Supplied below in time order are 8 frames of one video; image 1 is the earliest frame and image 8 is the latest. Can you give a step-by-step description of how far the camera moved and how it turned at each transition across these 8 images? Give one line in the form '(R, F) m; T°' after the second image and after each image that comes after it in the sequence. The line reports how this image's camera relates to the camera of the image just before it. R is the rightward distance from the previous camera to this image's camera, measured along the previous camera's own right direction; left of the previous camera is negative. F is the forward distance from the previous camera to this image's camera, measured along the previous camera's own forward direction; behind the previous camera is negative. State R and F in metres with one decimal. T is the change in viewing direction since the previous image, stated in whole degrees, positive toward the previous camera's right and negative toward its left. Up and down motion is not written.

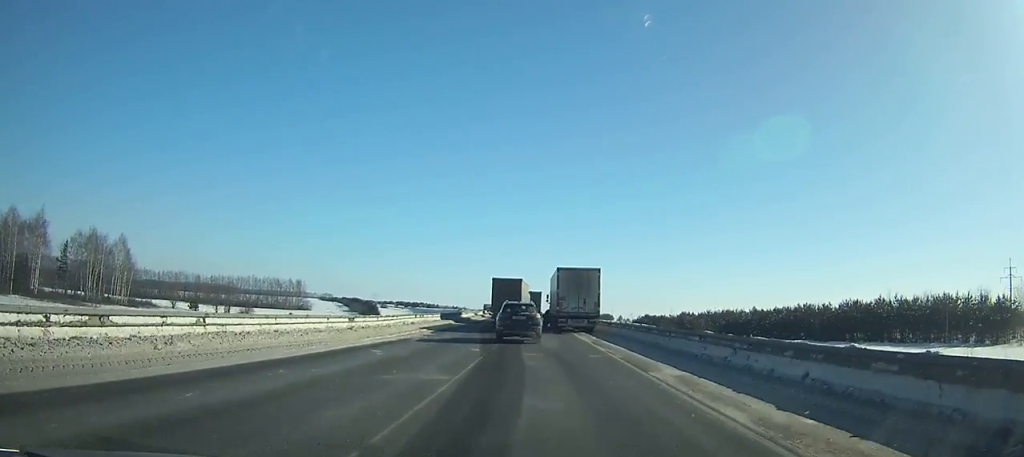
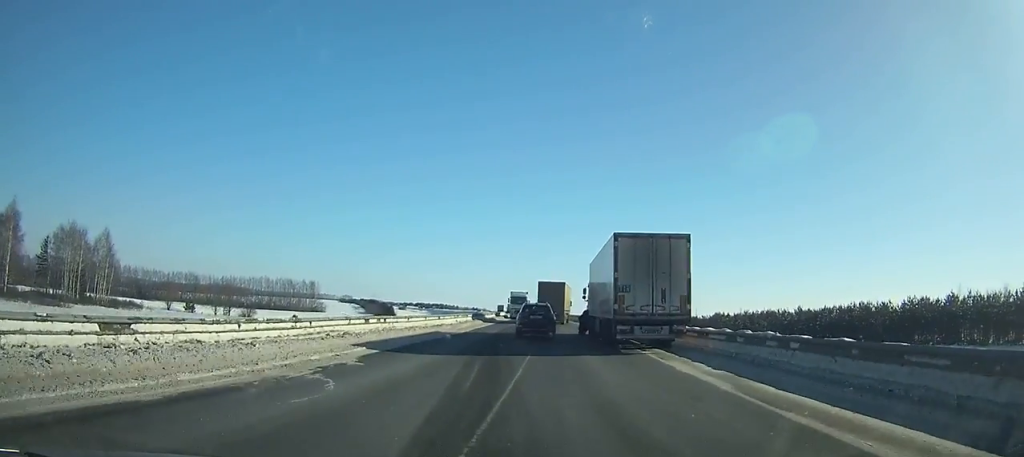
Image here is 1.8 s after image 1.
(-0.1, +15.5) m; 0°
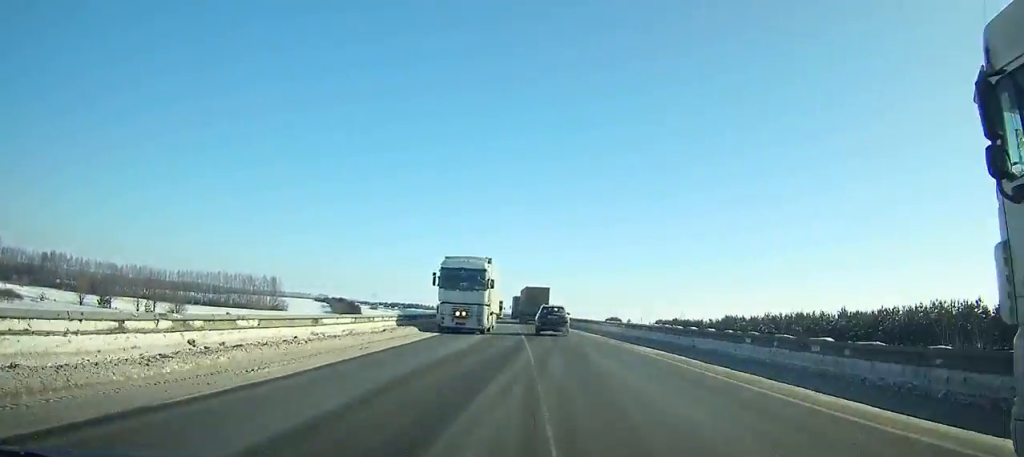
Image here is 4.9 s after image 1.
(0.0, +33.5) m; +2°
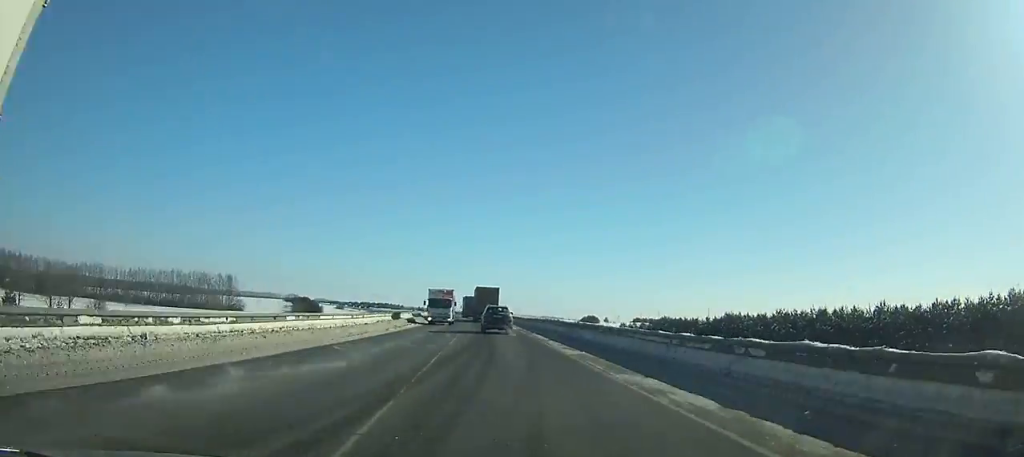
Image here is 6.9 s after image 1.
(+0.8, +25.9) m; 0°
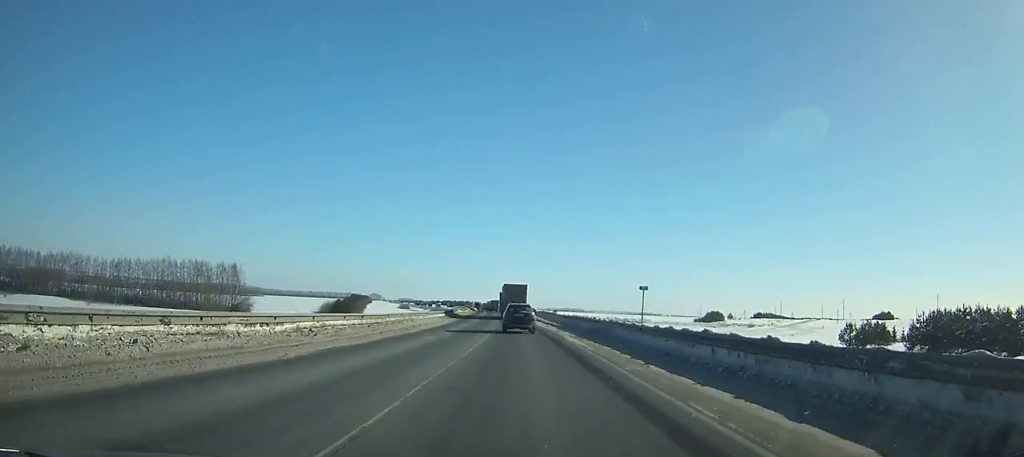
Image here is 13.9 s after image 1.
(-4.8, +104.8) m; -6°
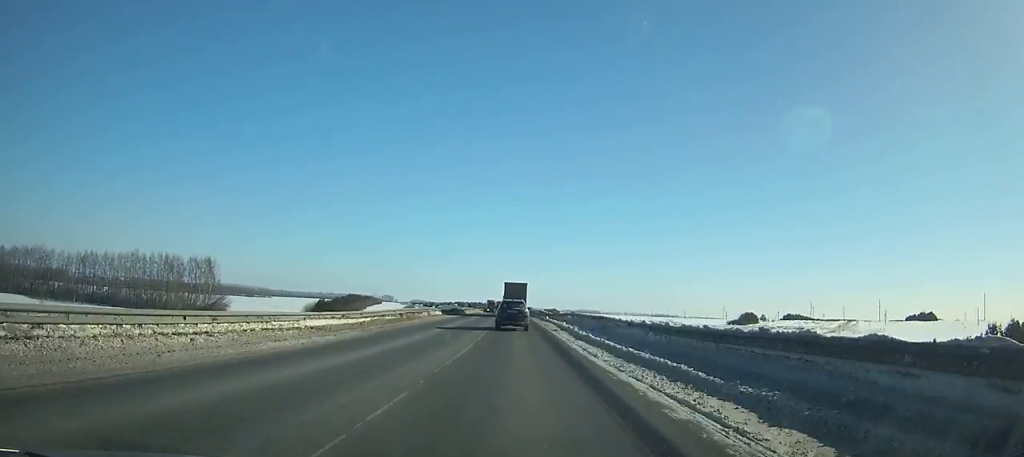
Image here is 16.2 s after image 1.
(-1.0, +38.0) m; -2°
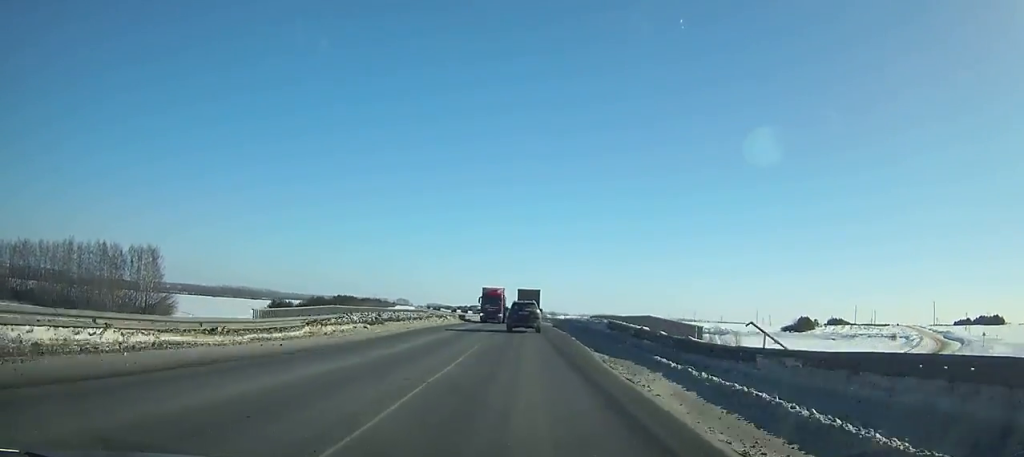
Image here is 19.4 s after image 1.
(-0.9, +53.8) m; -2°
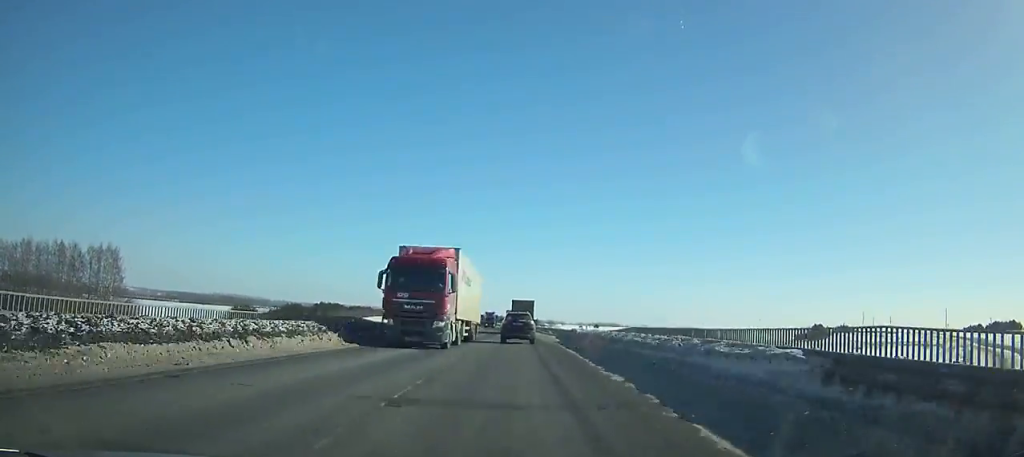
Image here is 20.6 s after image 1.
(-0.1, +20.6) m; 0°
